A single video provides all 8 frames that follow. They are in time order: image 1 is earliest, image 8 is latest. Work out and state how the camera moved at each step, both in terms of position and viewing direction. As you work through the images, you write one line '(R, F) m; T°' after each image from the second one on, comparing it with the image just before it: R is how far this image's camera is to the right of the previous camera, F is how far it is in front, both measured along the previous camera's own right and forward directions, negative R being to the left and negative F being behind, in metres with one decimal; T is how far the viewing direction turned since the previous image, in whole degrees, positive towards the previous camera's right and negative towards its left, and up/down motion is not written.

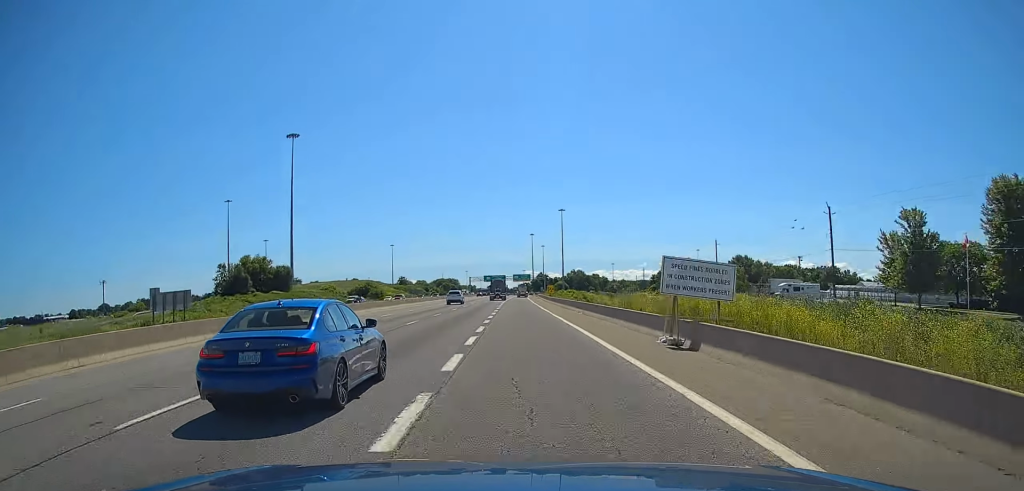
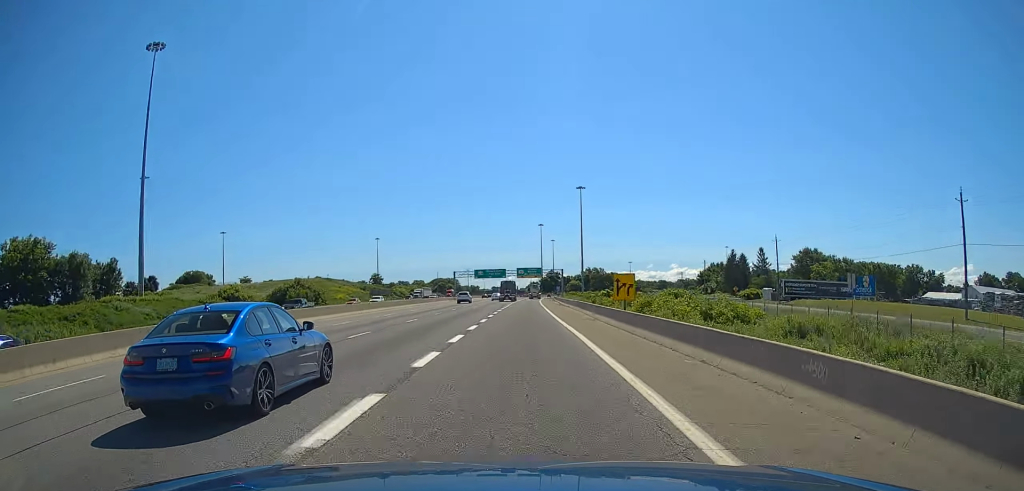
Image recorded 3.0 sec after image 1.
(-0.3, +80.4) m; 0°
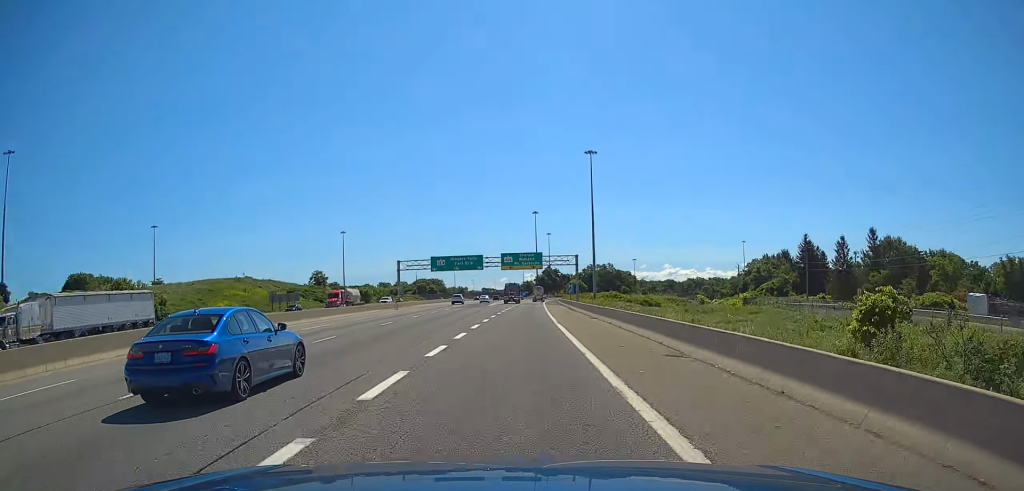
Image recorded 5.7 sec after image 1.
(+0.3, +71.1) m; +1°
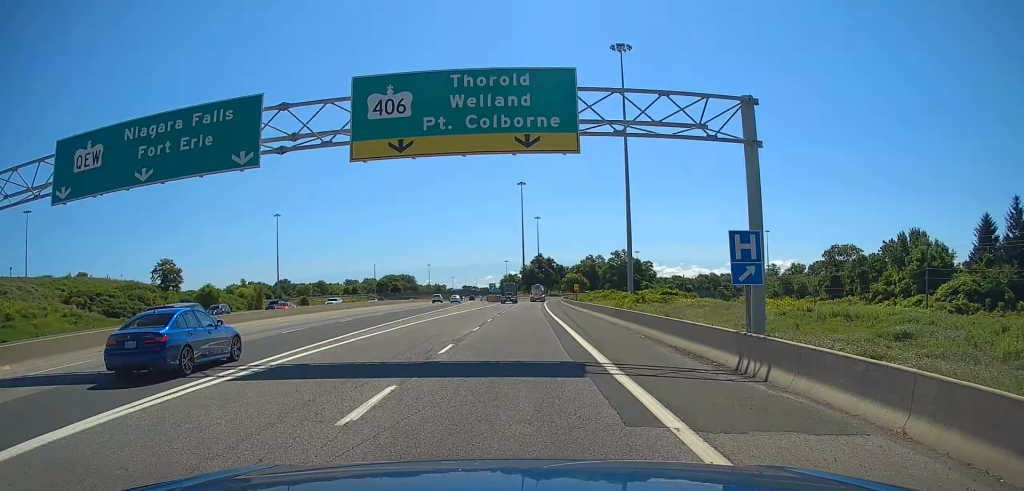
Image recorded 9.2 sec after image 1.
(+0.2, +87.4) m; +2°
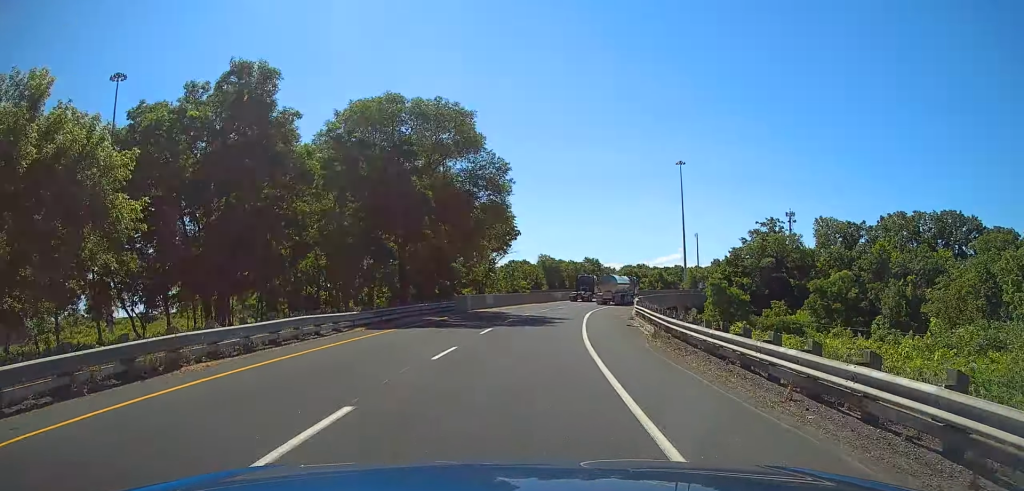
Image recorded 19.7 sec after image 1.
(+34.8, +248.4) m; +25°
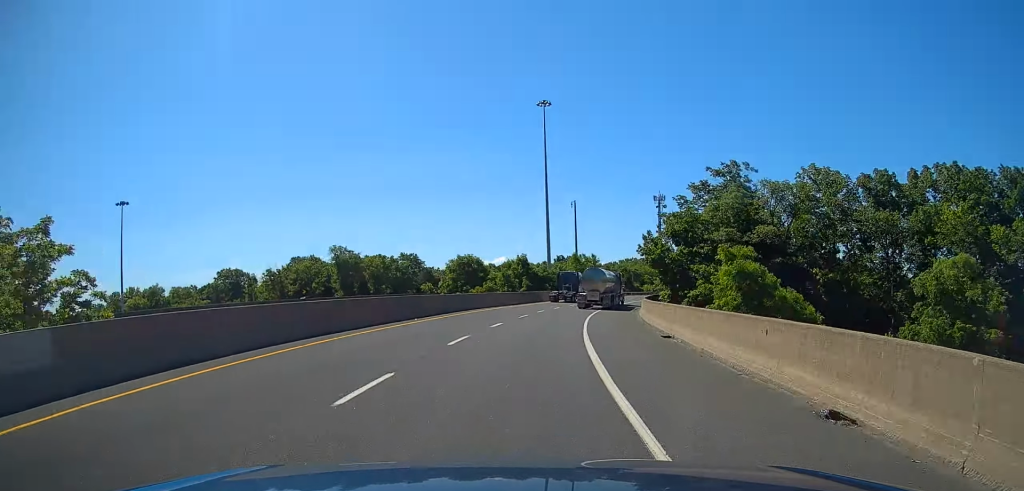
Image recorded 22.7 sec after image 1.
(+6.4, +67.3) m; +13°
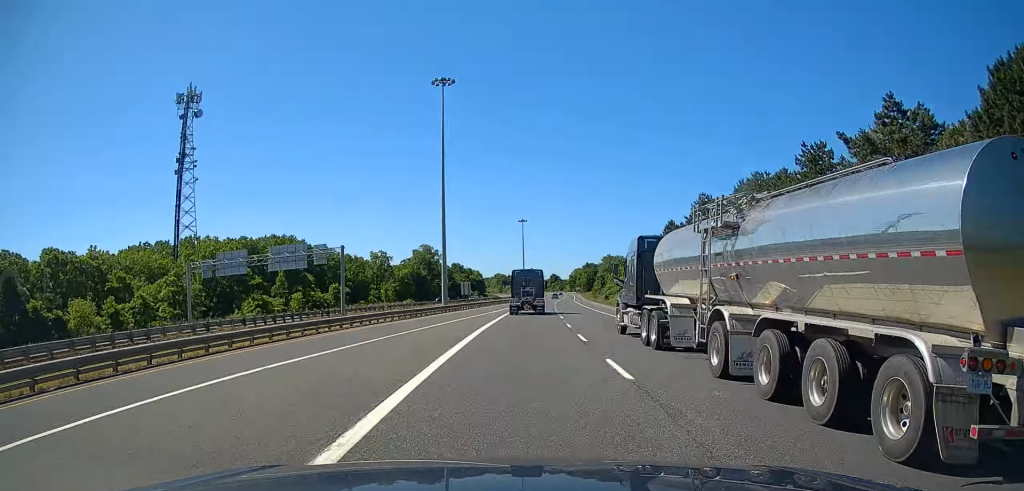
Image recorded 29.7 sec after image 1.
(+32.7, +136.8) m; +24°
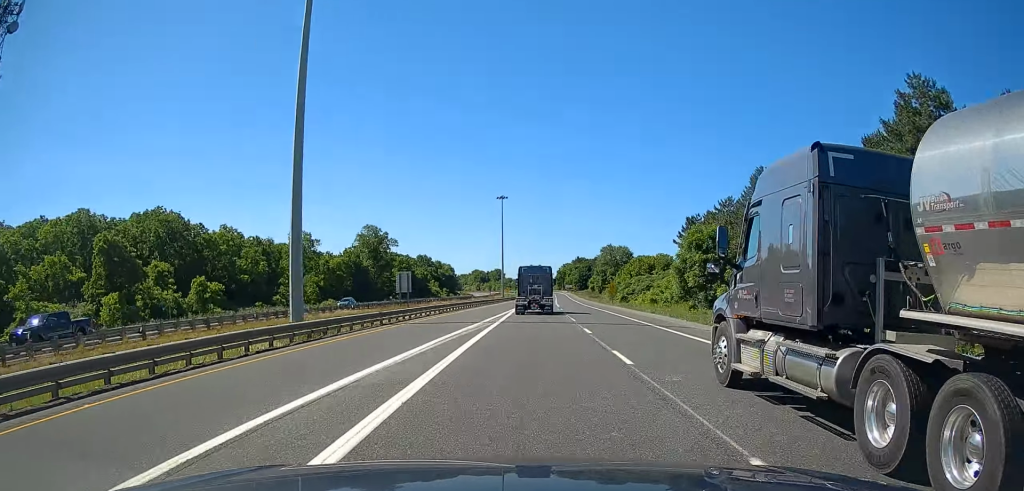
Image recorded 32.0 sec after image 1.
(+1.6, +39.4) m; +7°
